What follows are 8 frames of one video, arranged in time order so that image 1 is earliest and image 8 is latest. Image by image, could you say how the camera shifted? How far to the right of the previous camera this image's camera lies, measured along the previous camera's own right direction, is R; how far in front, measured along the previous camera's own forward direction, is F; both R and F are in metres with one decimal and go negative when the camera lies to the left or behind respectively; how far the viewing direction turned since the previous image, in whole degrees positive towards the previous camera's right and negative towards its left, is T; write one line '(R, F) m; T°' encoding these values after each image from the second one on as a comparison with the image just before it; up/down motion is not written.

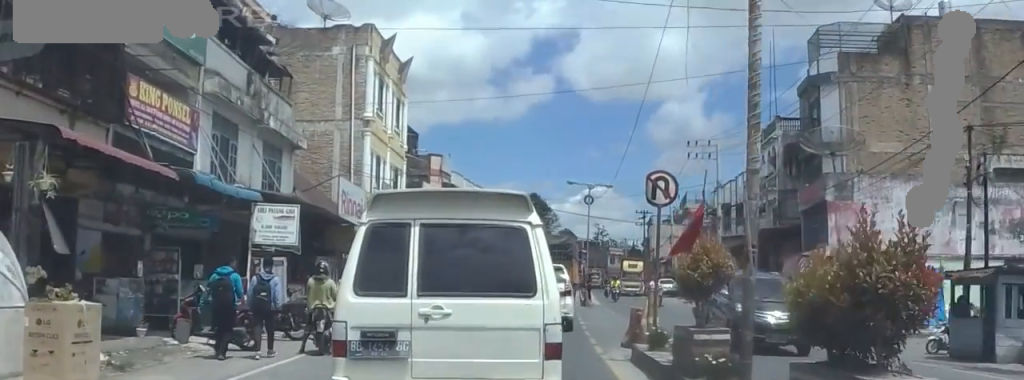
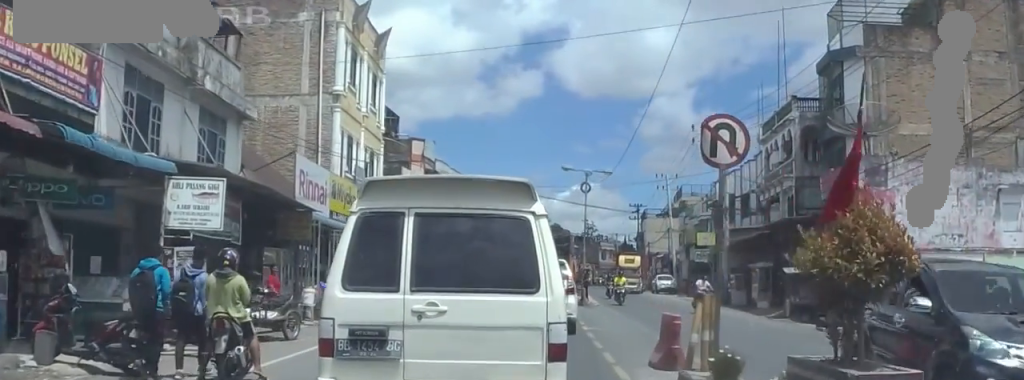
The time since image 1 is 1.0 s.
(0.0, +10.4) m; -6°
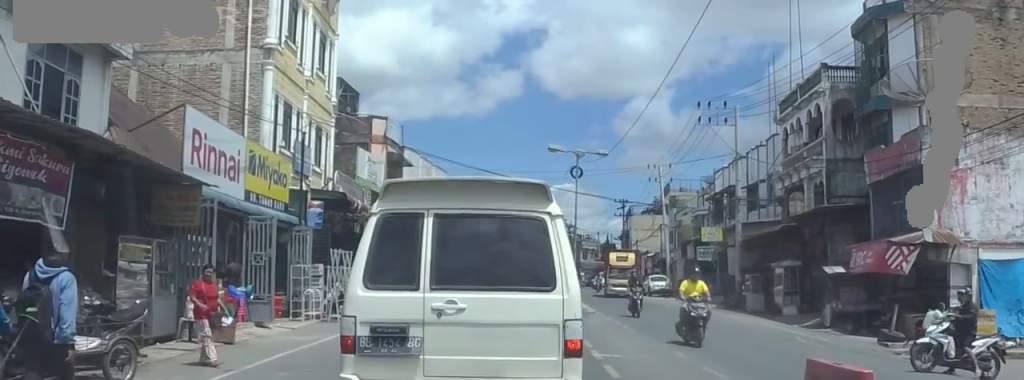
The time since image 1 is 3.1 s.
(-2.1, +21.5) m; -8°
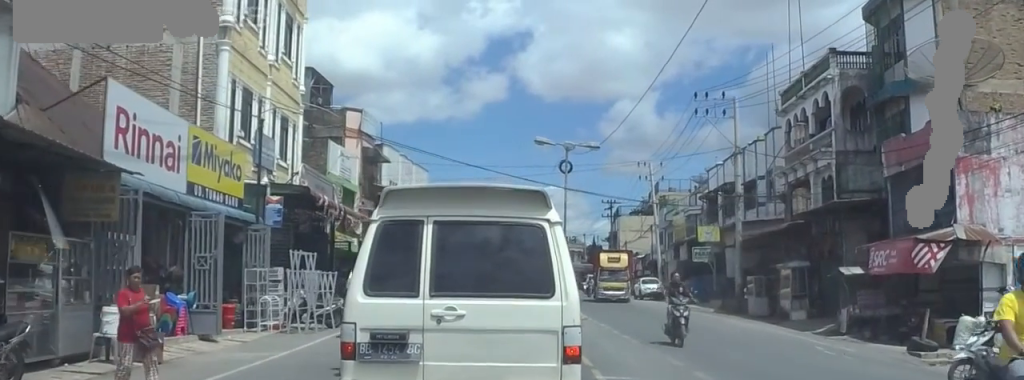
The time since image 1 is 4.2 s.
(-0.3, +10.8) m; +2°
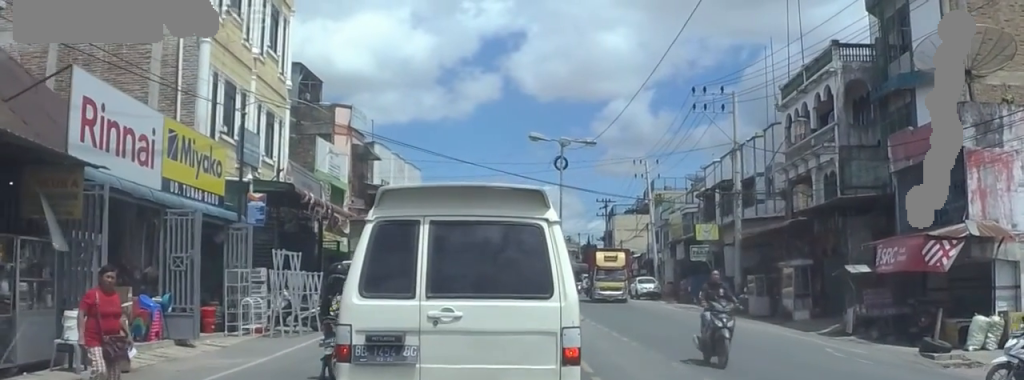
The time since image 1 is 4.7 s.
(+0.1, +4.3) m; +3°
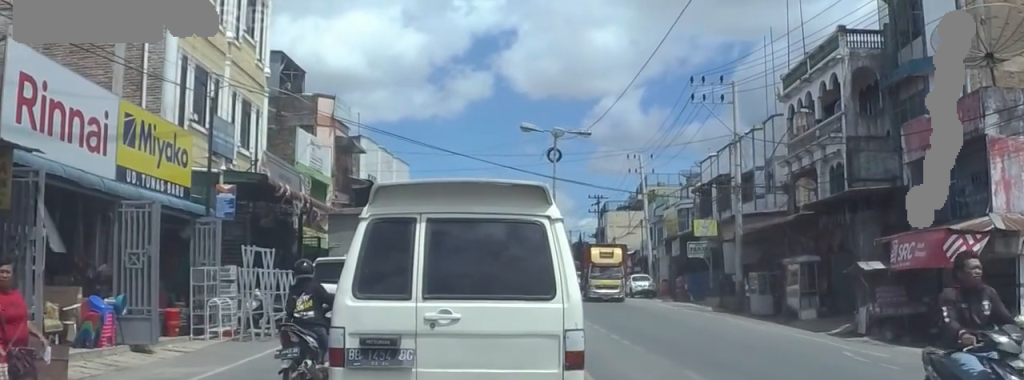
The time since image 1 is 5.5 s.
(+0.5, +7.7) m; +3°
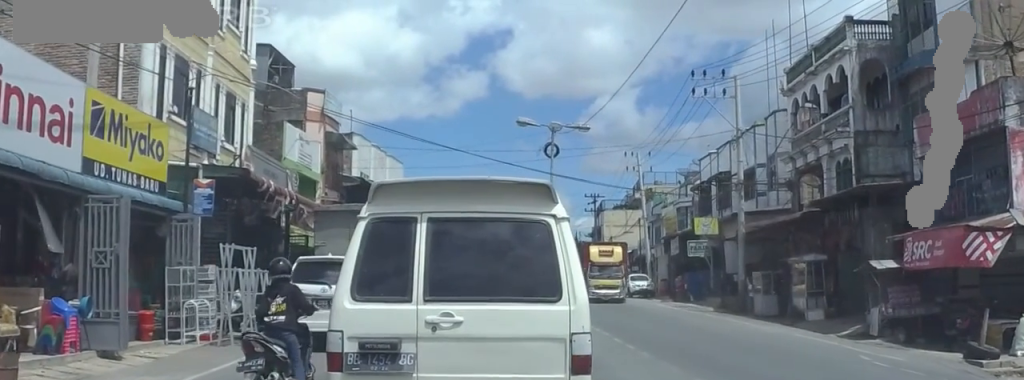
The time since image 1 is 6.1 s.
(+0.4, +5.7) m; 0°
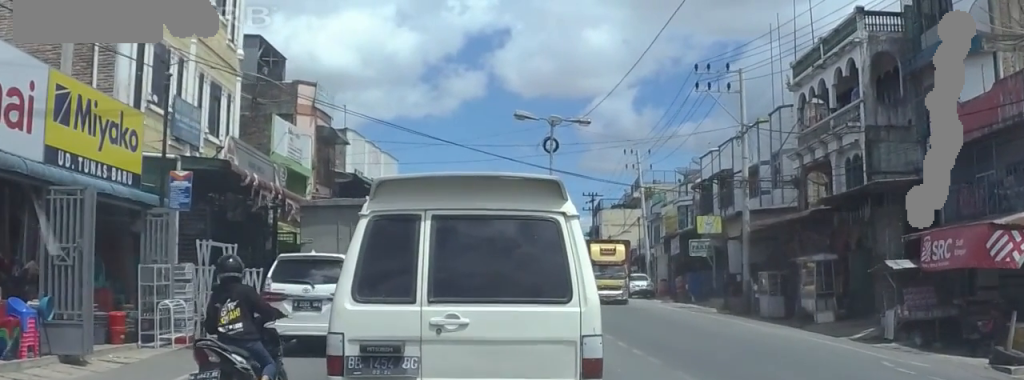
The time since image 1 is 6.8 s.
(-0.5, +6.4) m; -5°
